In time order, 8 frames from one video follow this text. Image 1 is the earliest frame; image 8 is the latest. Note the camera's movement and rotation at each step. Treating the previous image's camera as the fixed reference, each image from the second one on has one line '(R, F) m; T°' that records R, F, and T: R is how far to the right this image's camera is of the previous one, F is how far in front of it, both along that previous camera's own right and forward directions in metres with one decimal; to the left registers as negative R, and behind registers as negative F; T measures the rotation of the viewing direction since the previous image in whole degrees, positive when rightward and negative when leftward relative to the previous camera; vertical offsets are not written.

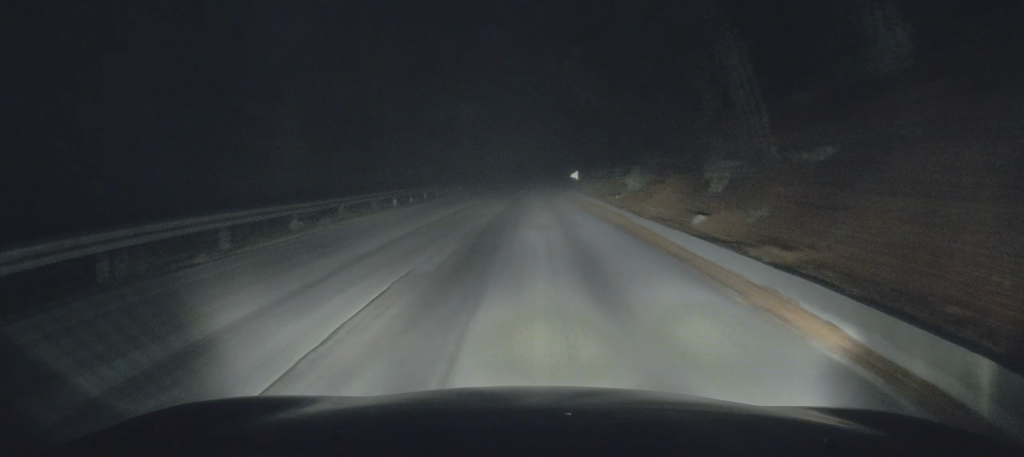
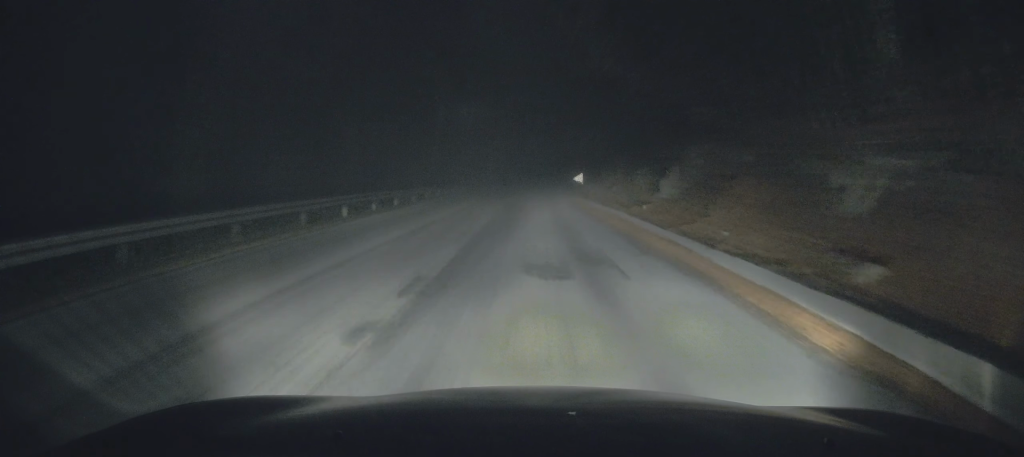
(-0.1, +6.8) m; 0°
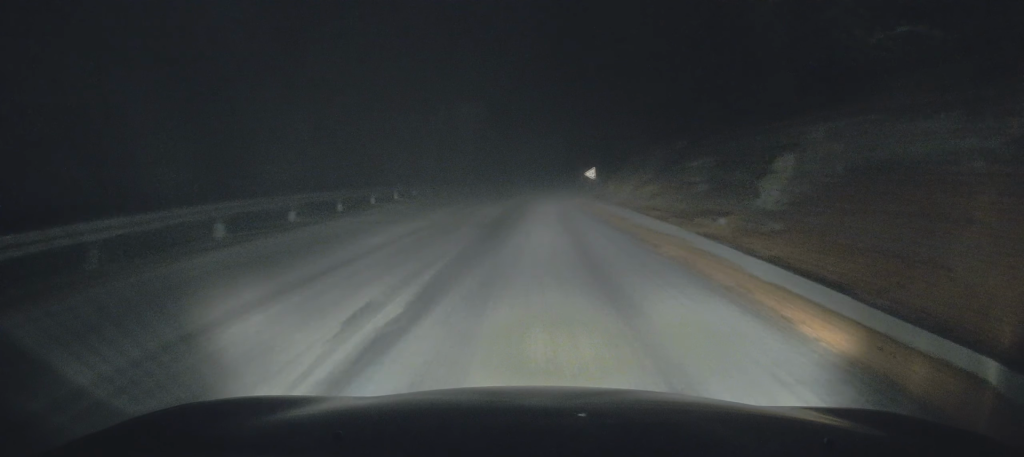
(0.0, +8.1) m; -1°
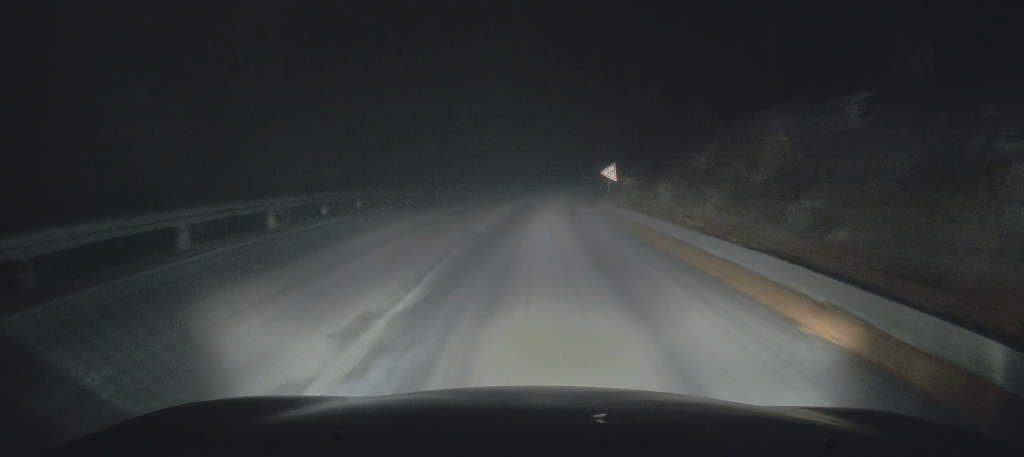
(-0.1, +12.3) m; -1°
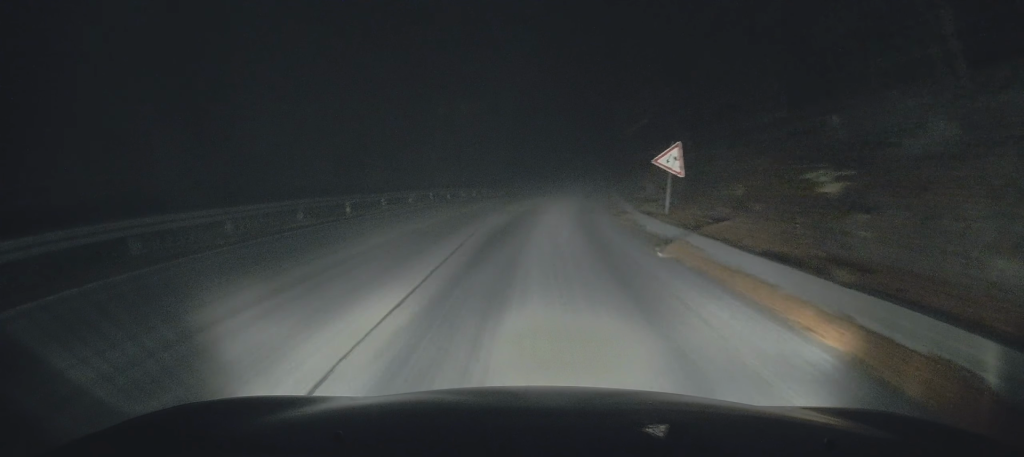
(0.0, +15.9) m; +2°
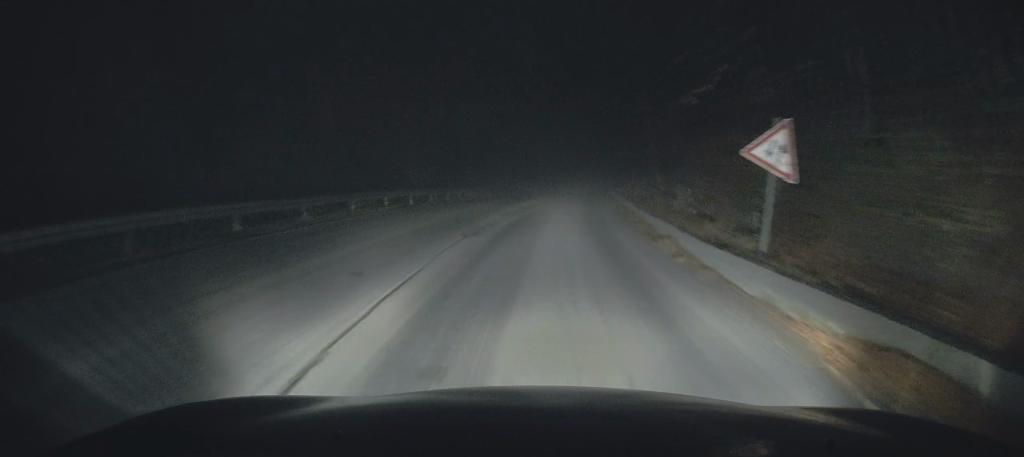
(+0.1, +7.5) m; +1°
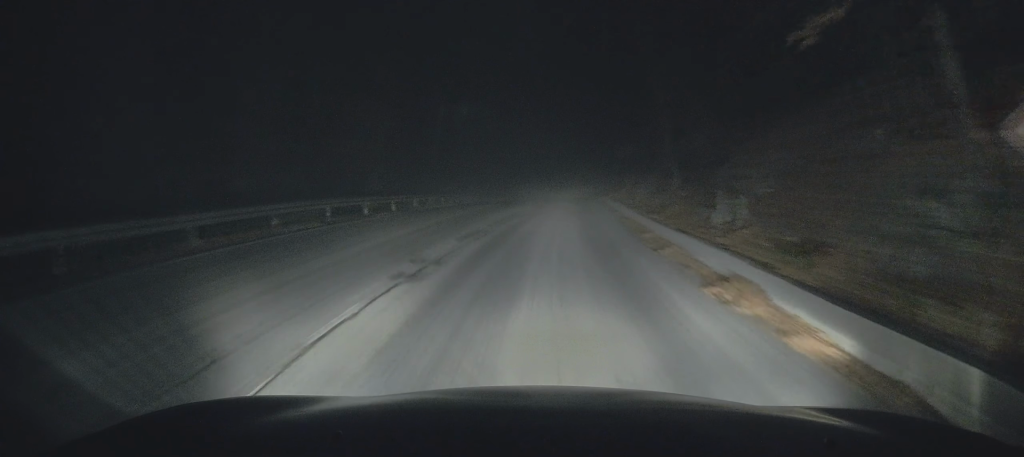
(+0.1, +5.4) m; +1°
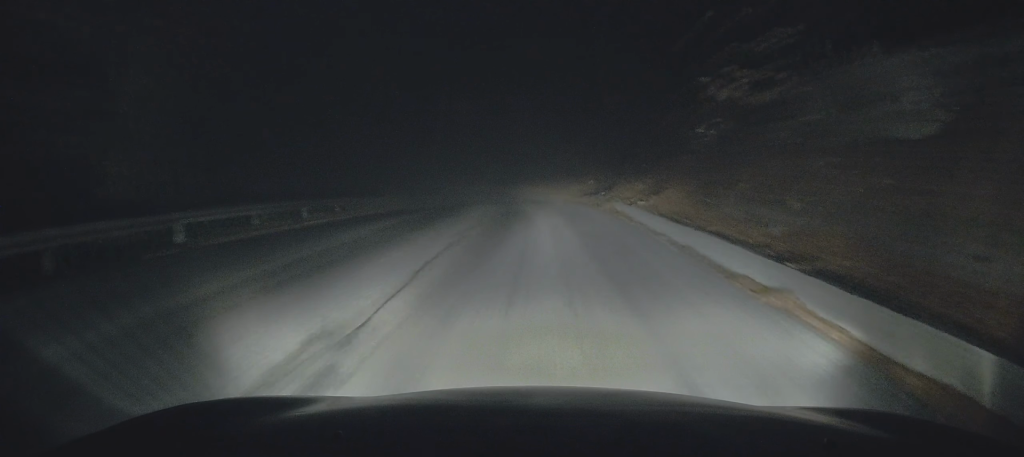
(+0.4, +18.9) m; +2°
